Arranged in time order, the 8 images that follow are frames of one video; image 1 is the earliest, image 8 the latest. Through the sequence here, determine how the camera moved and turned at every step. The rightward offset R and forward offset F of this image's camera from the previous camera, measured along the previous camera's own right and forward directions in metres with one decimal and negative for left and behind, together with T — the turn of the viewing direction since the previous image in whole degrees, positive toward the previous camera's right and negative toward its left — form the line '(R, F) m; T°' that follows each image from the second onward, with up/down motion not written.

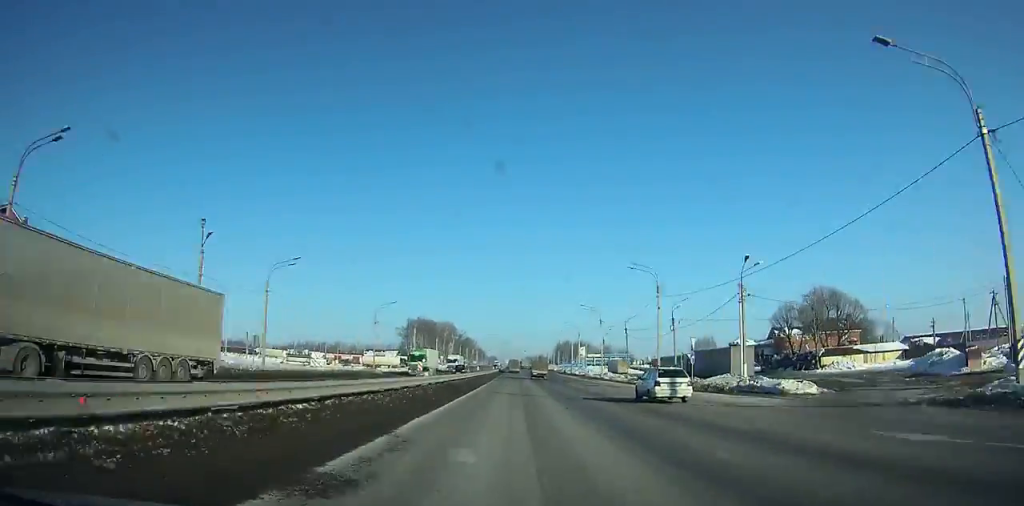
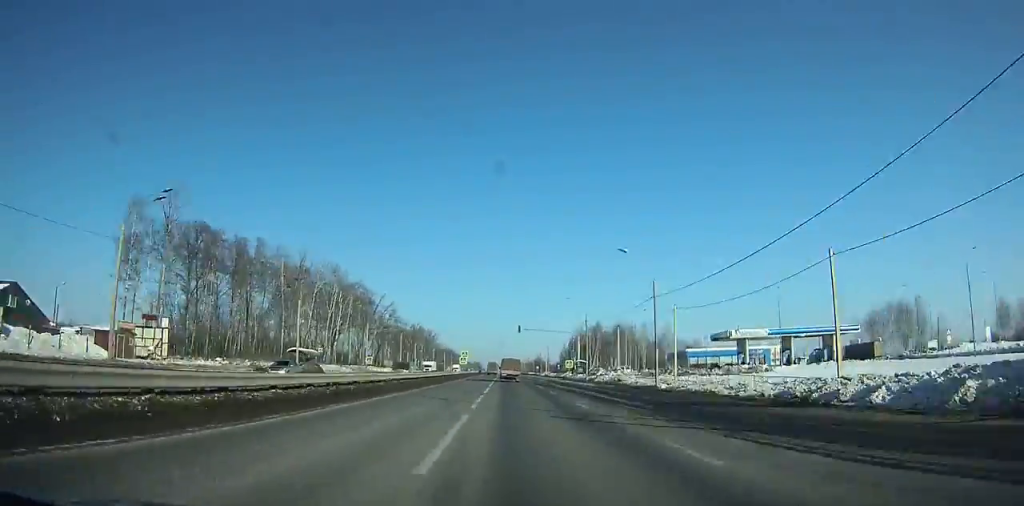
(+2.0, +193.6) m; 0°
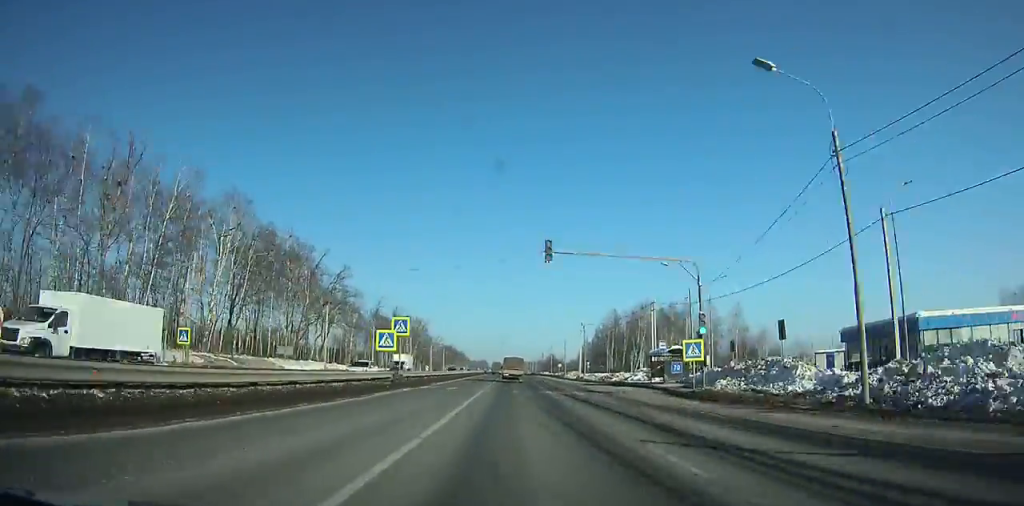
(-0.3, +60.0) m; 0°
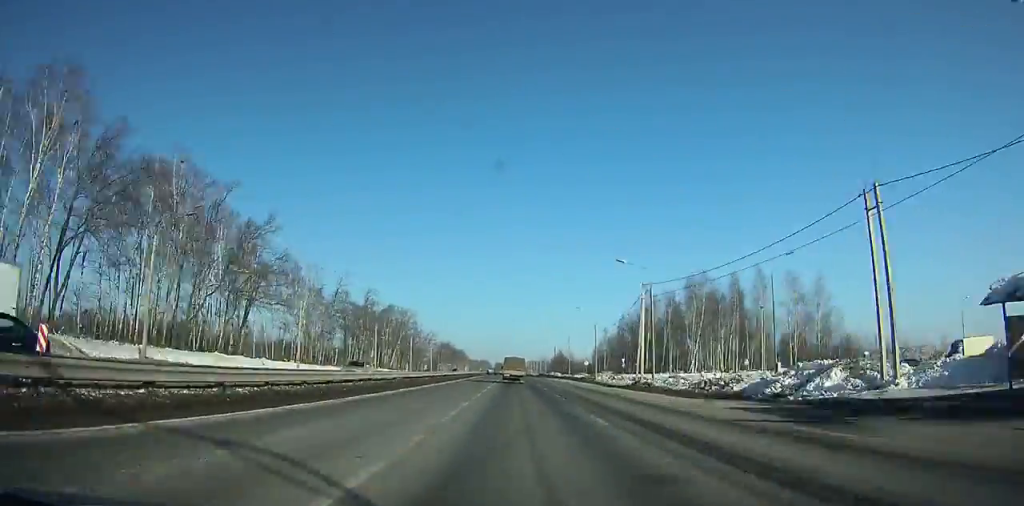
(0.0, +41.1) m; 0°
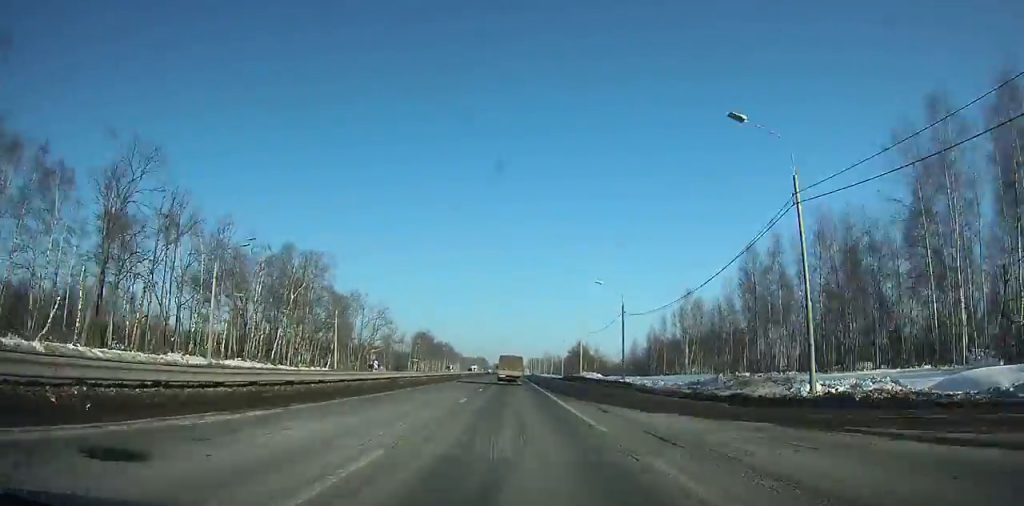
(-0.3, +95.1) m; 0°
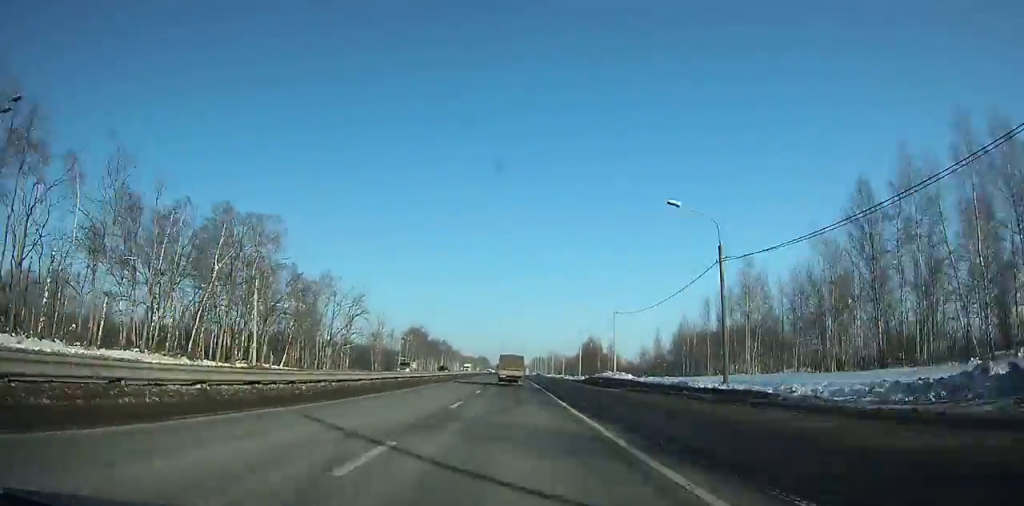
(-0.1, +27.0) m; 0°
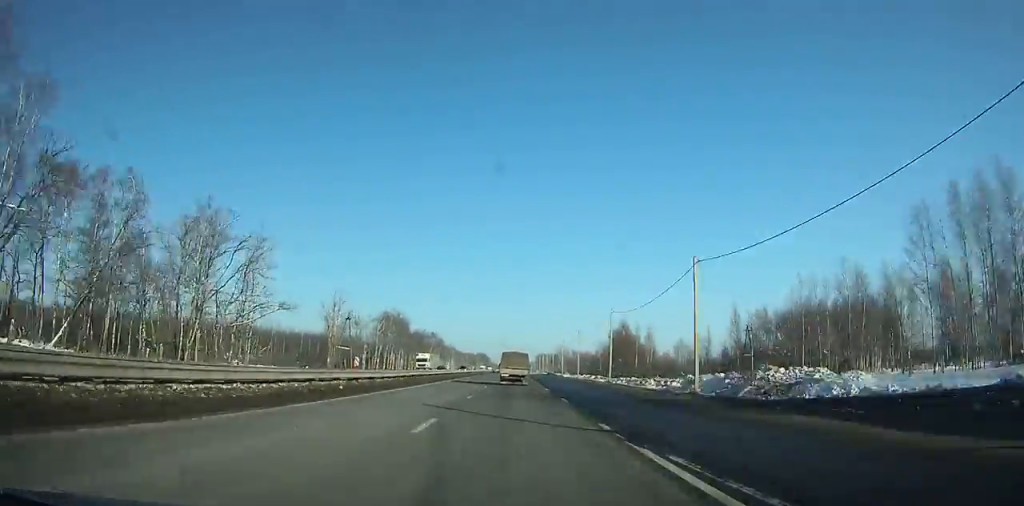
(+0.1, +56.0) m; 0°
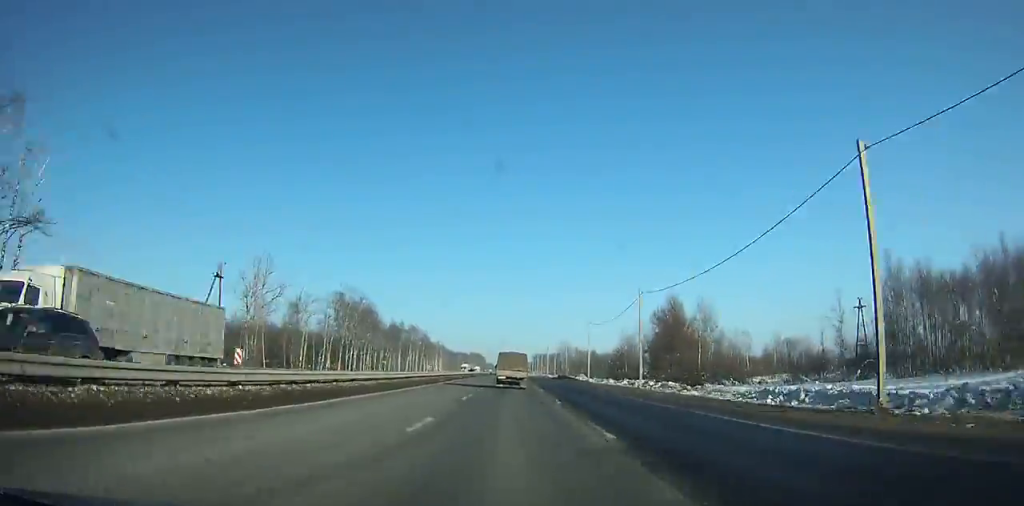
(+0.1, +46.8) m; 0°
